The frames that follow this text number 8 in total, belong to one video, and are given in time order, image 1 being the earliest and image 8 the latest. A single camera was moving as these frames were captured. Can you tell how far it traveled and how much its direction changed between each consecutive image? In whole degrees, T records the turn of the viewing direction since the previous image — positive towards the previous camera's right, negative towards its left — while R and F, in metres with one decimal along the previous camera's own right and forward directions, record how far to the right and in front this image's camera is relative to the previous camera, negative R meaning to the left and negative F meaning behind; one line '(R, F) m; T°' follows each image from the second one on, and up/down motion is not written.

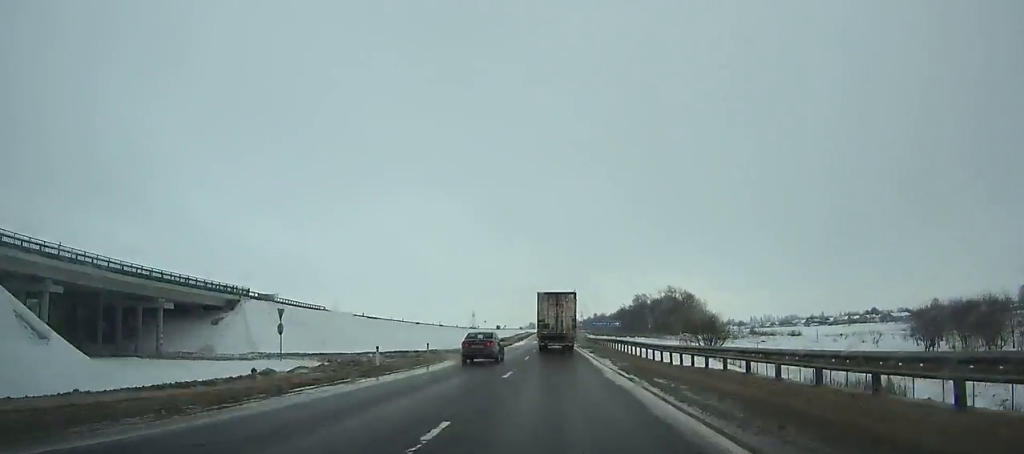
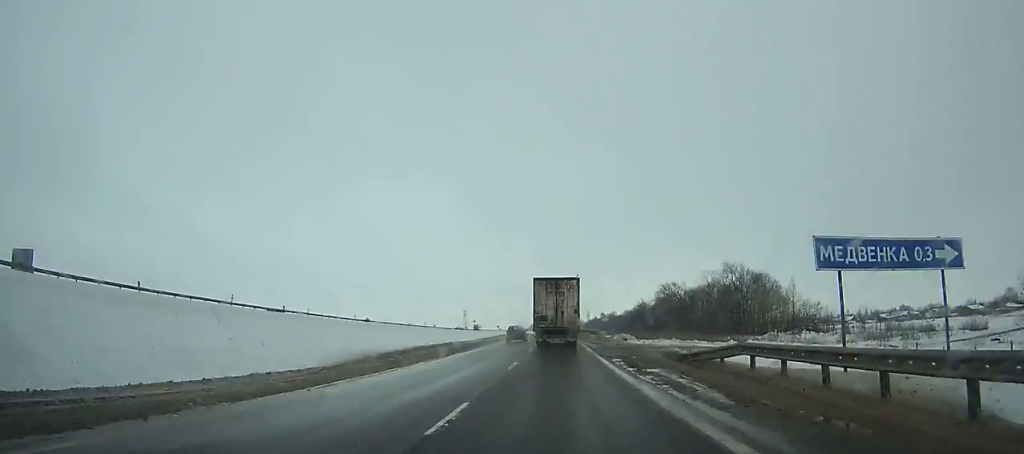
(-0.1, +68.1) m; 0°
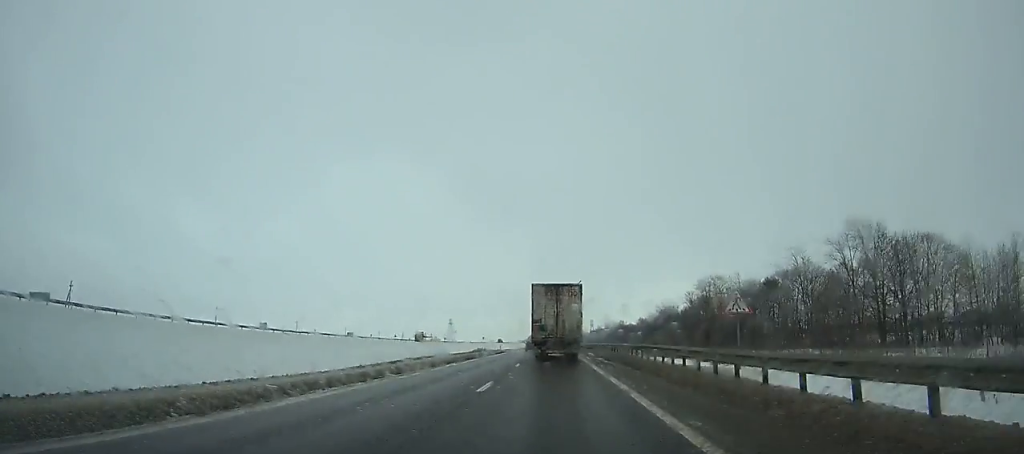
(-0.1, +65.9) m; 0°
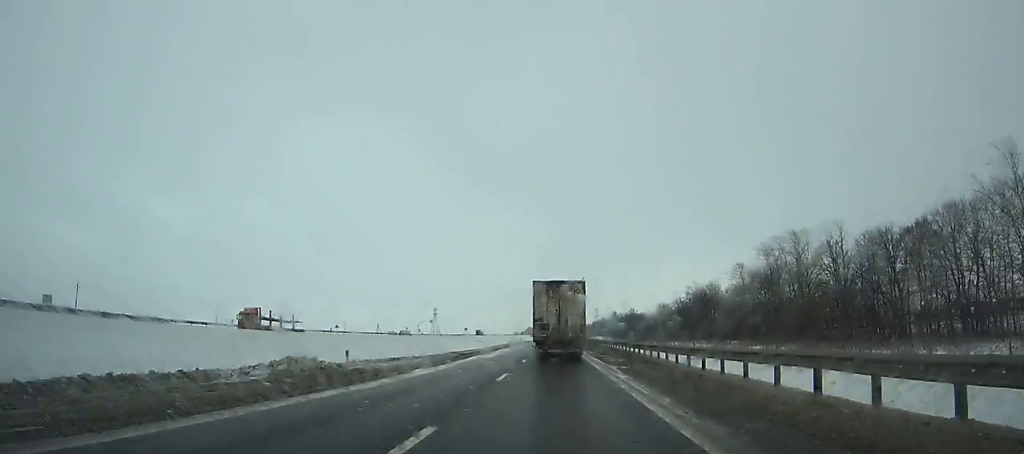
(-0.1, +54.8) m; 0°
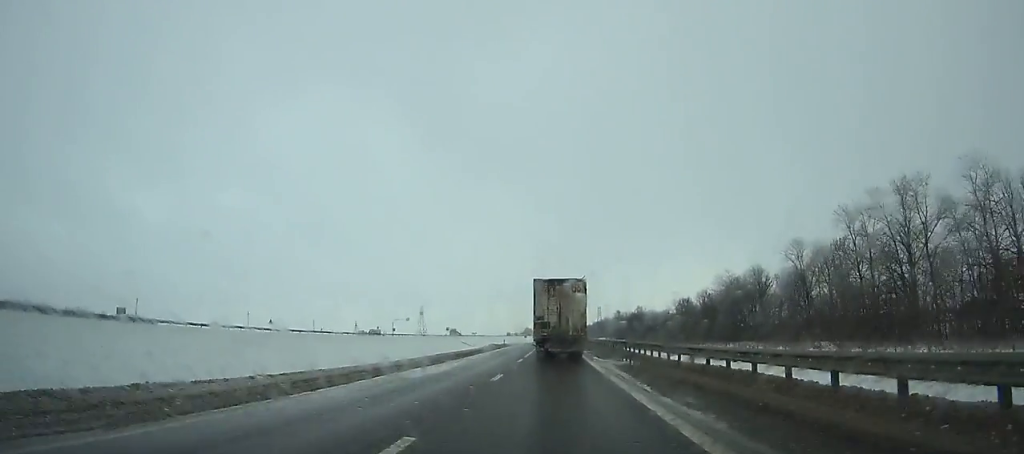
(-0.2, +35.8) m; 0°
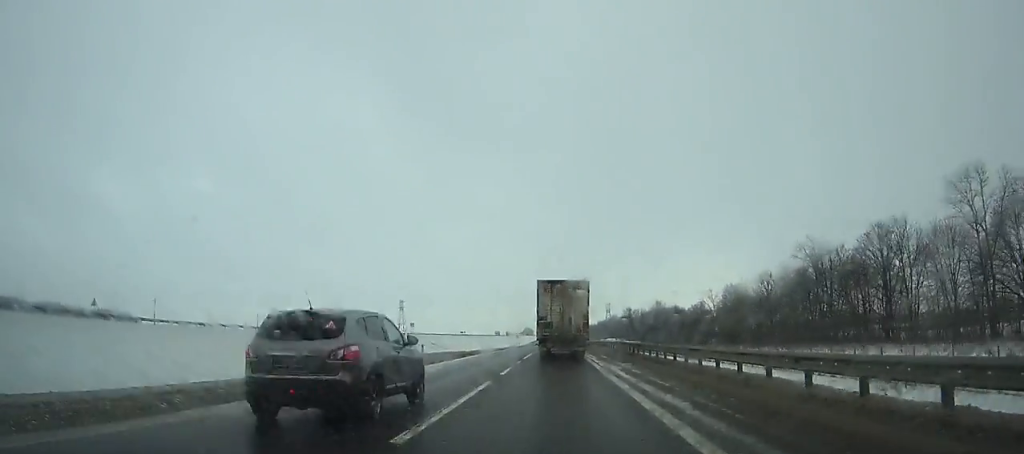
(+0.3, +50.3) m; 0°
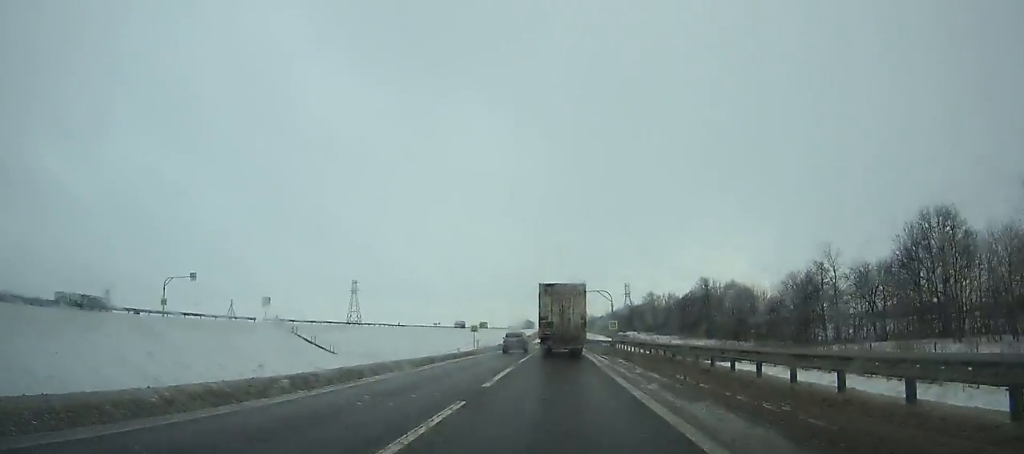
(+0.3, +77.6) m; 0°
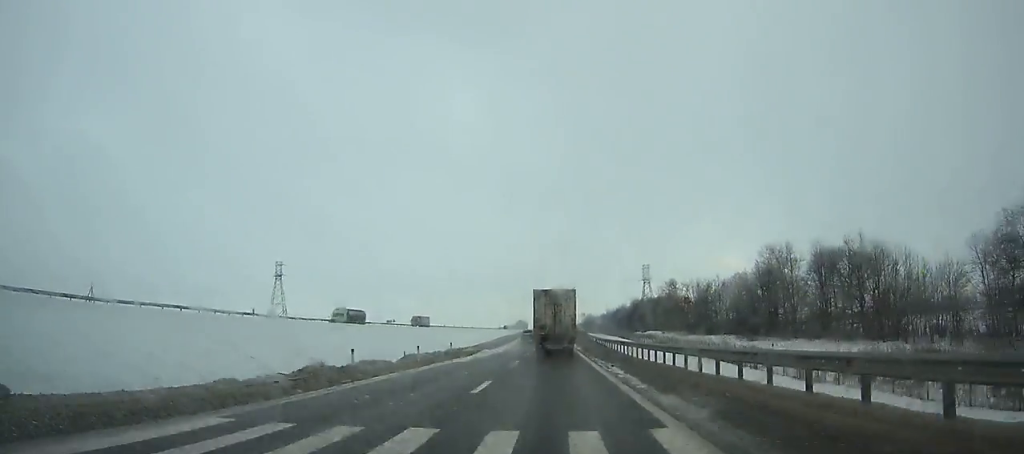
(+0.1, +62.6) m; 0°
